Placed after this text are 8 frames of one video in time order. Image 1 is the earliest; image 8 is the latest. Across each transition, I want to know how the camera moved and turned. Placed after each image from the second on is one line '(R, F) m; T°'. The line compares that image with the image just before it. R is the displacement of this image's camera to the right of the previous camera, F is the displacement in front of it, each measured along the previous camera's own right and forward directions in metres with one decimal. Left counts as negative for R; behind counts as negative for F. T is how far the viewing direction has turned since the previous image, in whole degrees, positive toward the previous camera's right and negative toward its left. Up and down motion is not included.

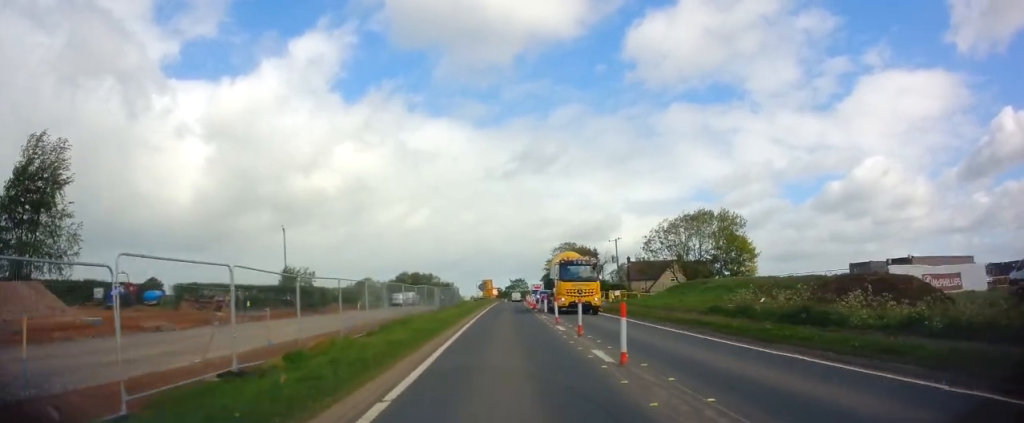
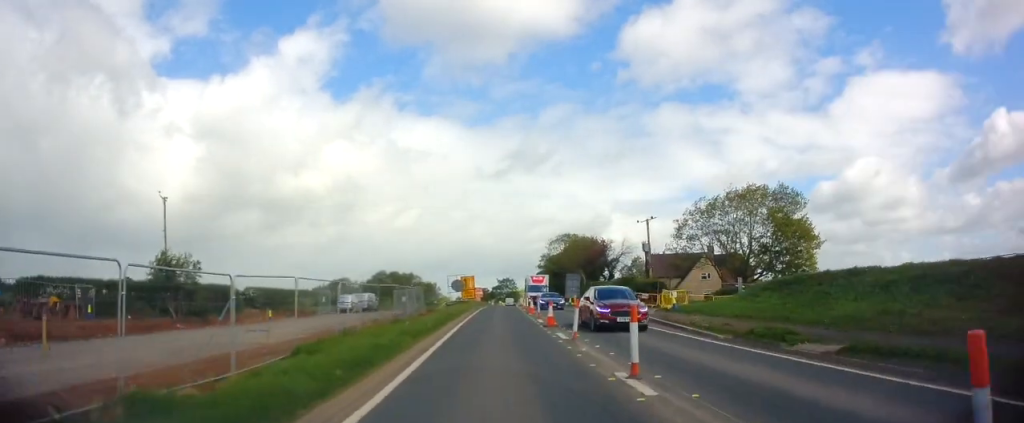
(+0.3, +20.7) m; +1°
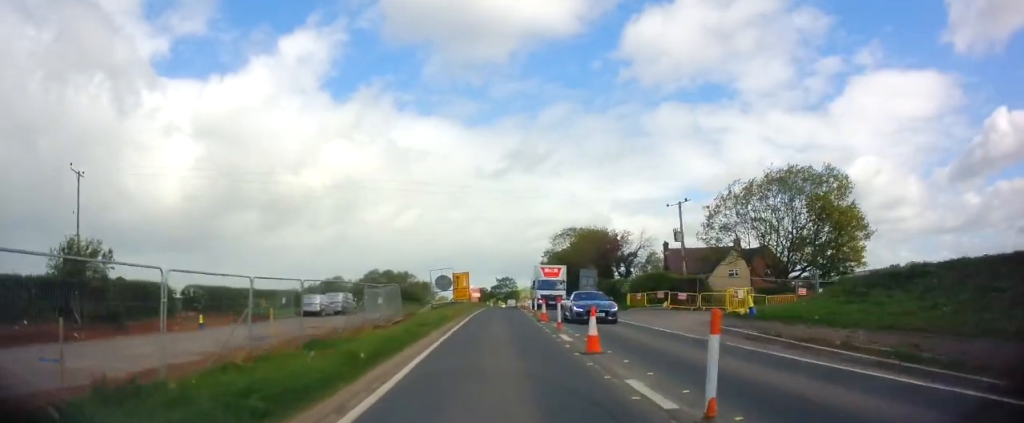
(0.0, +9.6) m; 0°
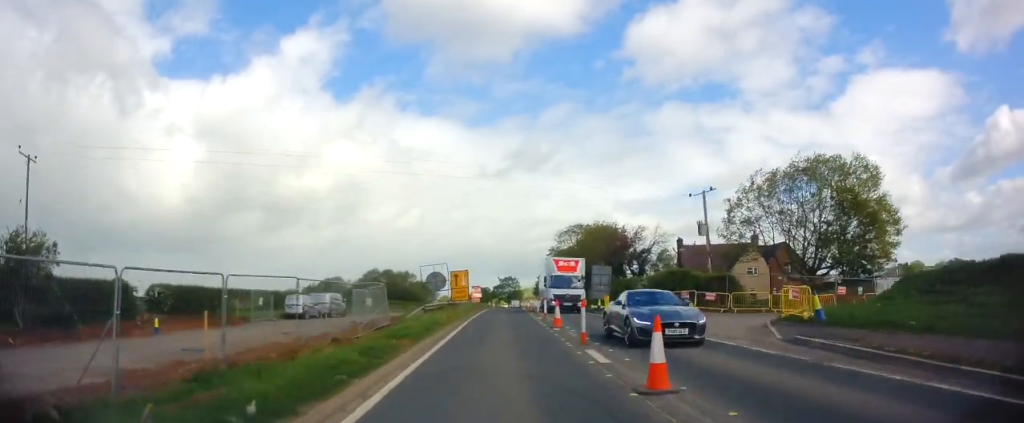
(0.0, +4.6) m; 0°
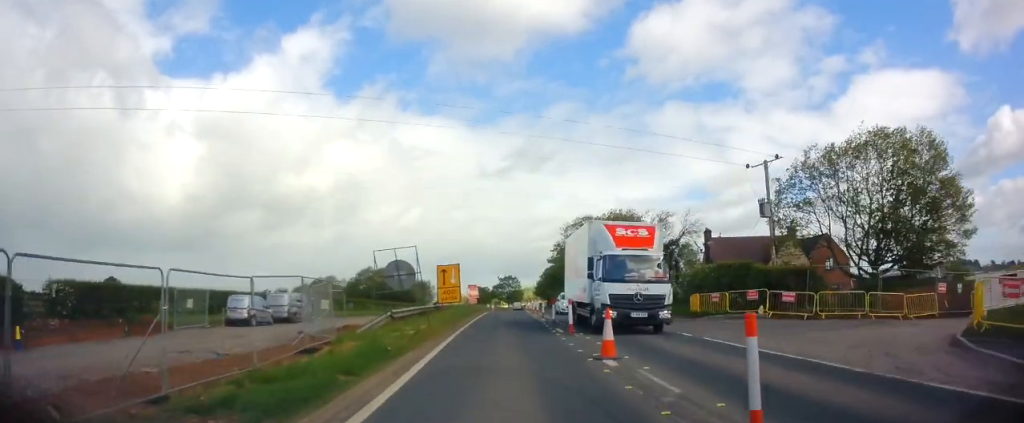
(0.0, +9.2) m; 0°
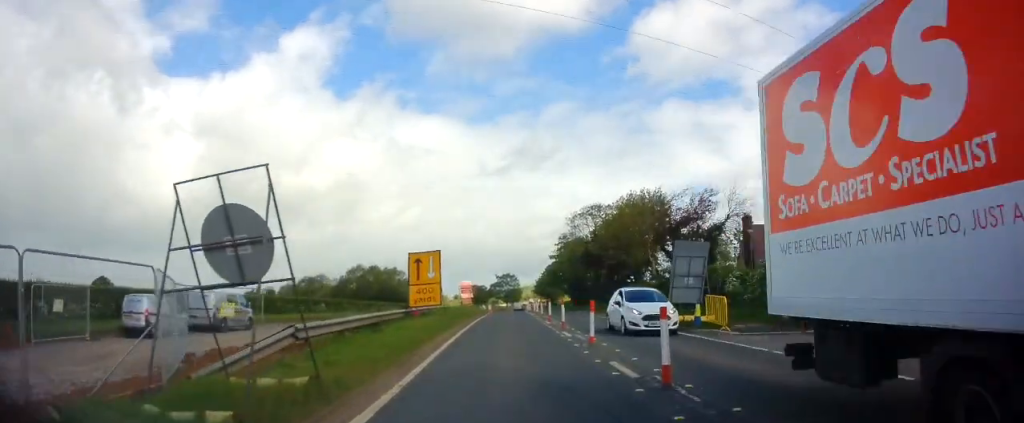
(0.0, +10.1) m; +1°
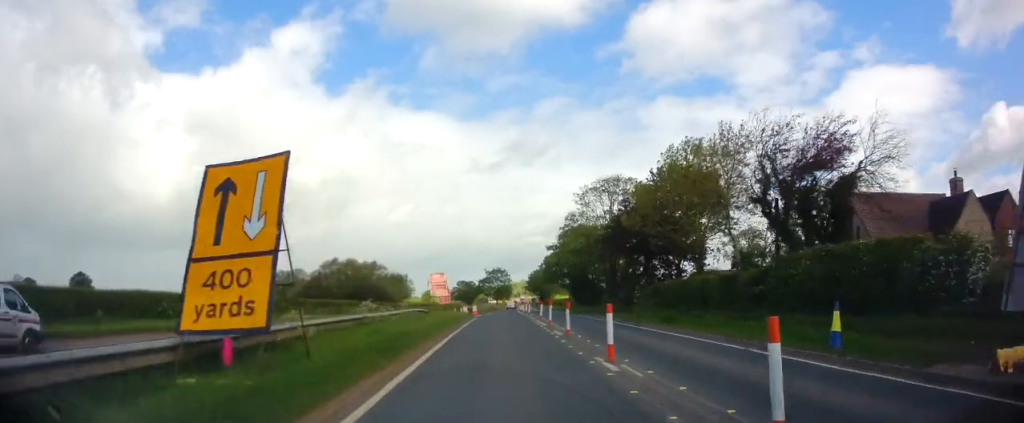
(+0.4, +16.2) m; +1°
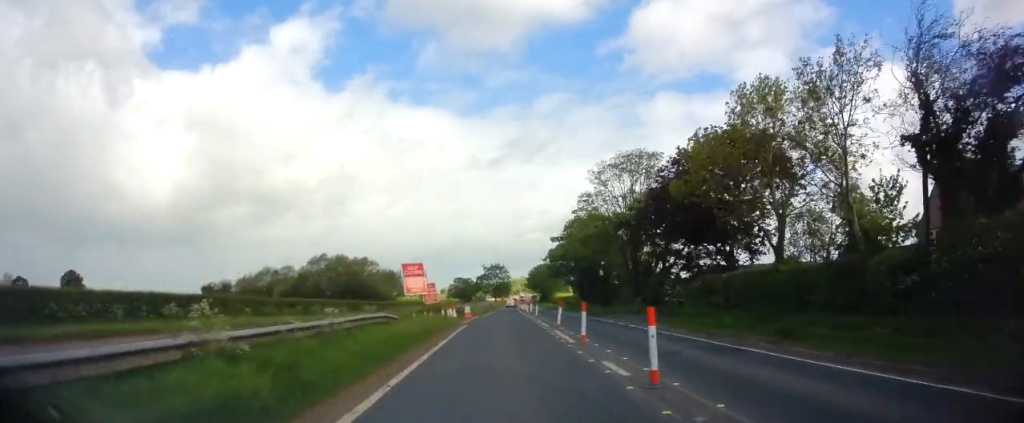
(-0.2, +9.4) m; -1°
